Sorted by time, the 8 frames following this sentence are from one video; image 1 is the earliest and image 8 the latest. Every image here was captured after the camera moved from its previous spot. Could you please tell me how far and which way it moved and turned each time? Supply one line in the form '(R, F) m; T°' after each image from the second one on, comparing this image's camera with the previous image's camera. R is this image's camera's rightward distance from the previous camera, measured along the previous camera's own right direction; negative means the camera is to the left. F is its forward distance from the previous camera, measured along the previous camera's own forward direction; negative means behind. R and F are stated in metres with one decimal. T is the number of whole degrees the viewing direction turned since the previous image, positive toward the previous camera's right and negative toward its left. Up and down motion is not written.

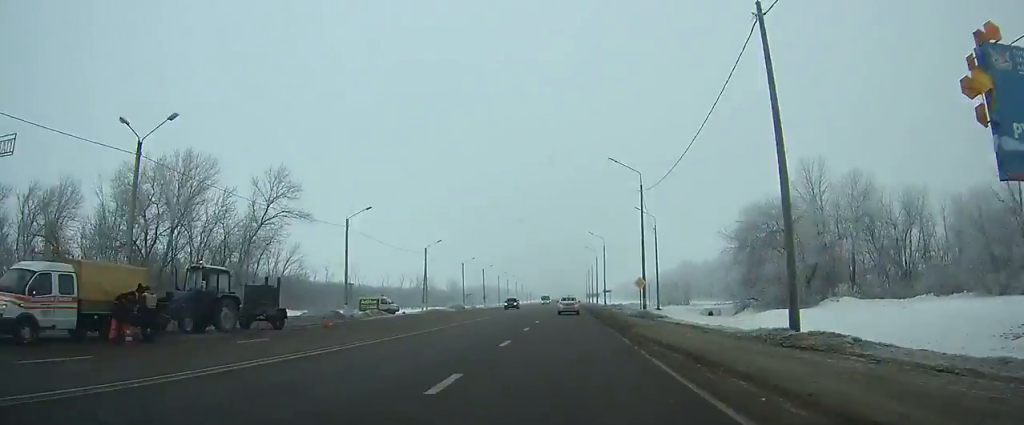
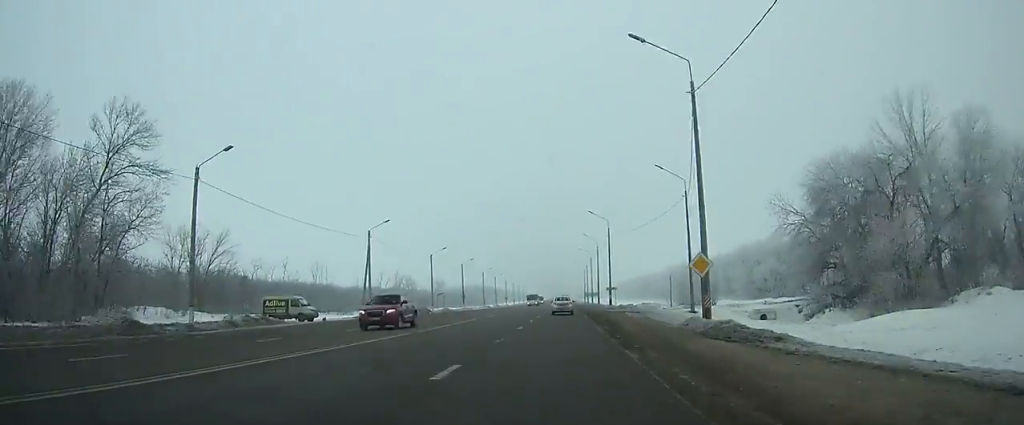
(+0.1, +23.2) m; 0°
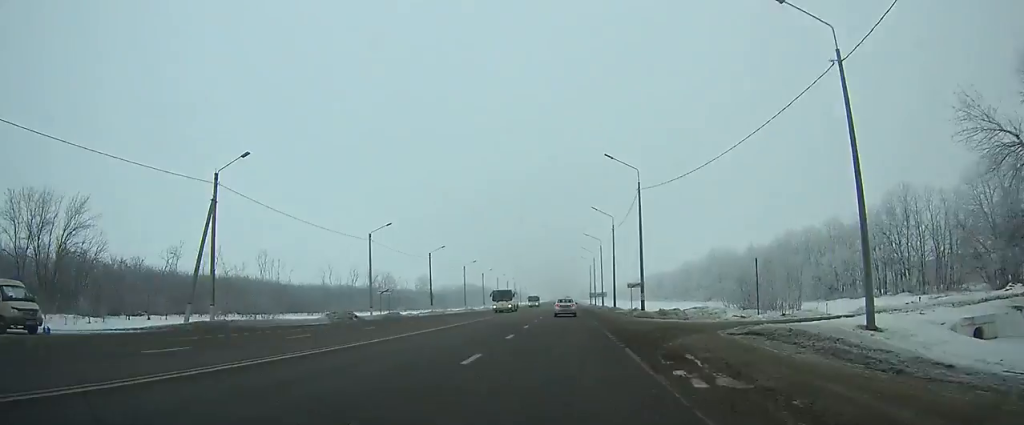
(+0.1, +29.8) m; 0°
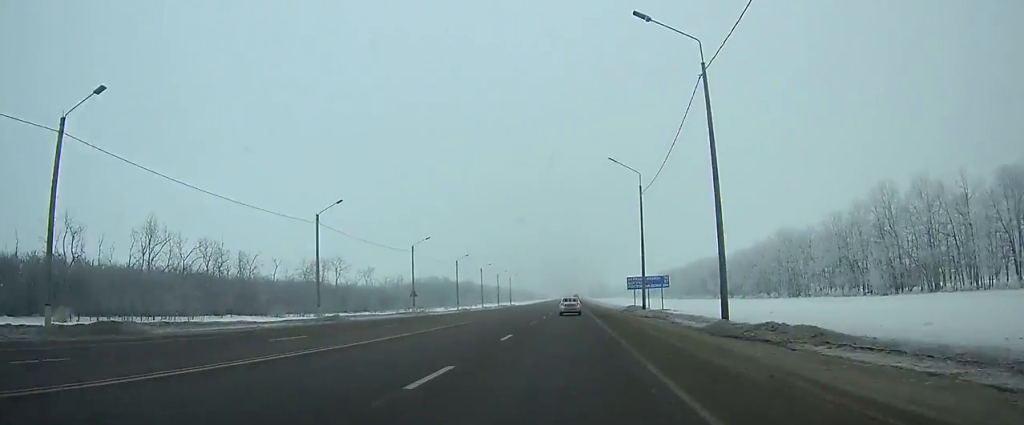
(-0.6, +98.3) m; 0°
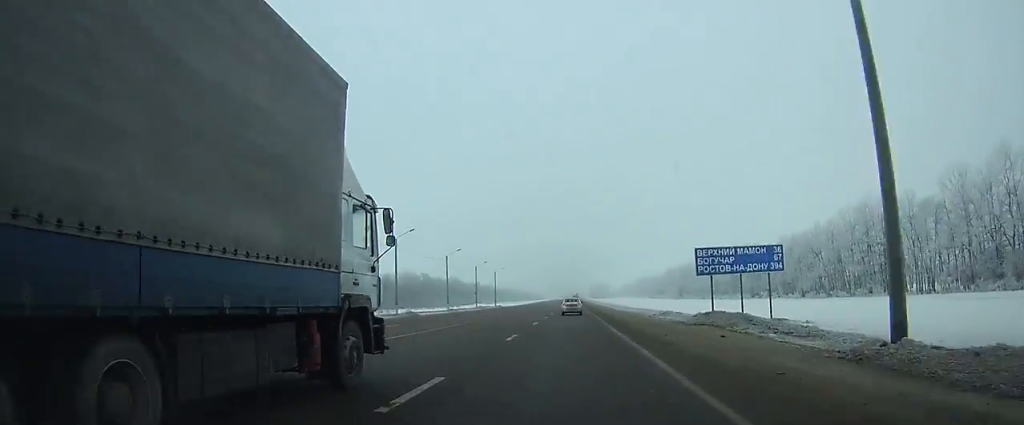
(+0.2, +36.0) m; 0°
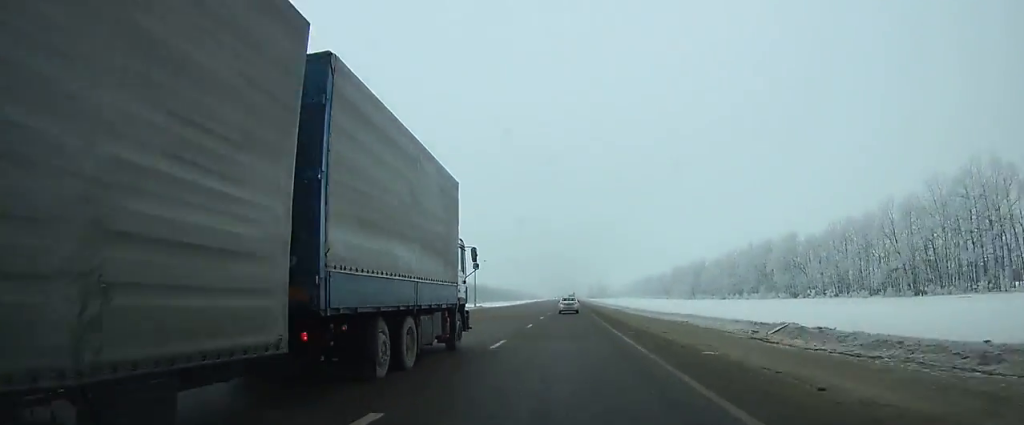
(-0.1, +28.1) m; 0°
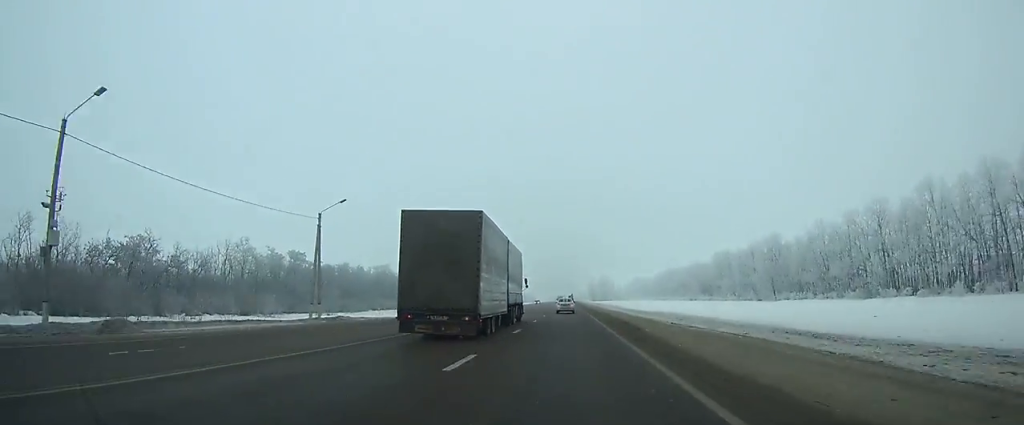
(-0.4, +76.8) m; 0°
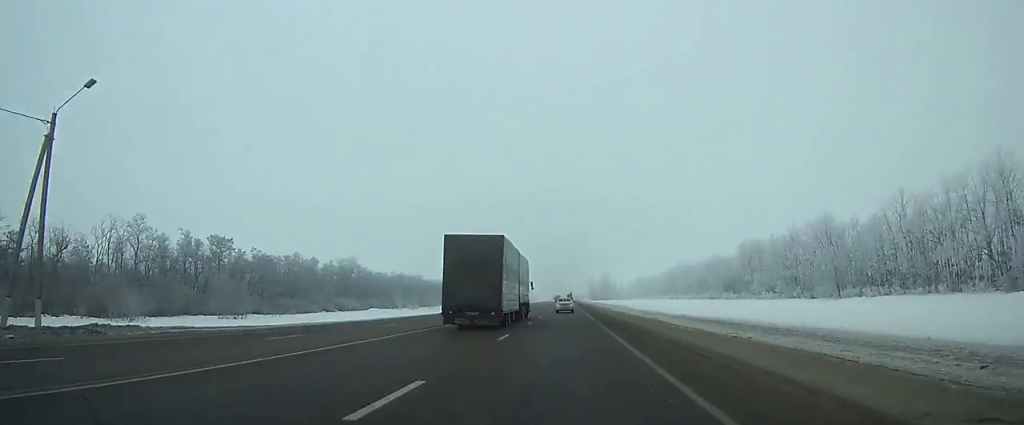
(+0.2, +28.9) m; 0°
